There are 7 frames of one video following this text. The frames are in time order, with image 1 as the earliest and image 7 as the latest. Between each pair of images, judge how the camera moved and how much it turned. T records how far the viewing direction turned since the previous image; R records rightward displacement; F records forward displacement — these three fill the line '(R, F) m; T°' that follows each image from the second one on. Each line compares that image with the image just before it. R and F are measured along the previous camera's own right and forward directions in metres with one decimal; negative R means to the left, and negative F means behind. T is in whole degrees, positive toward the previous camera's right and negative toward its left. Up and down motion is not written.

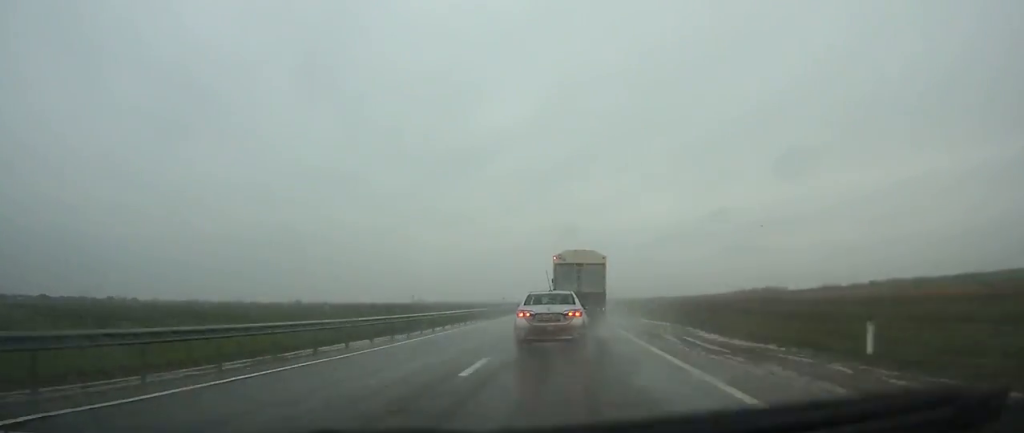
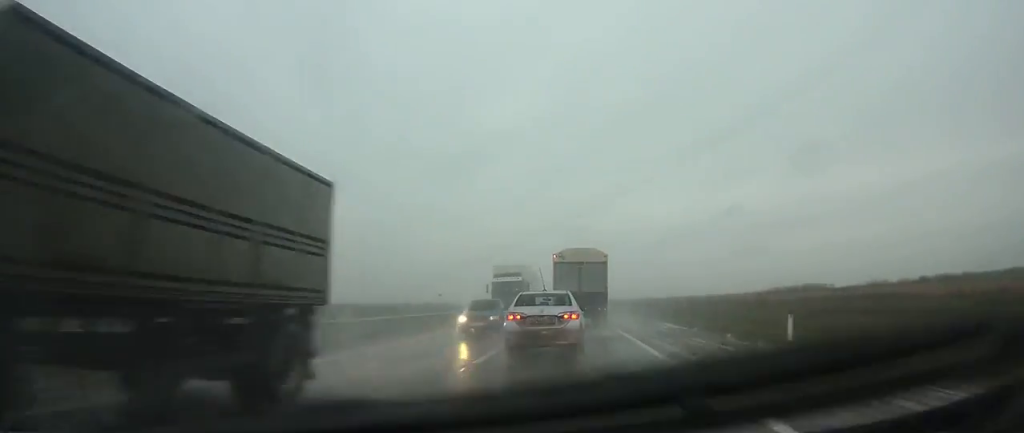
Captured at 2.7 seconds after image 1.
(-0.2, +45.2) m; 0°
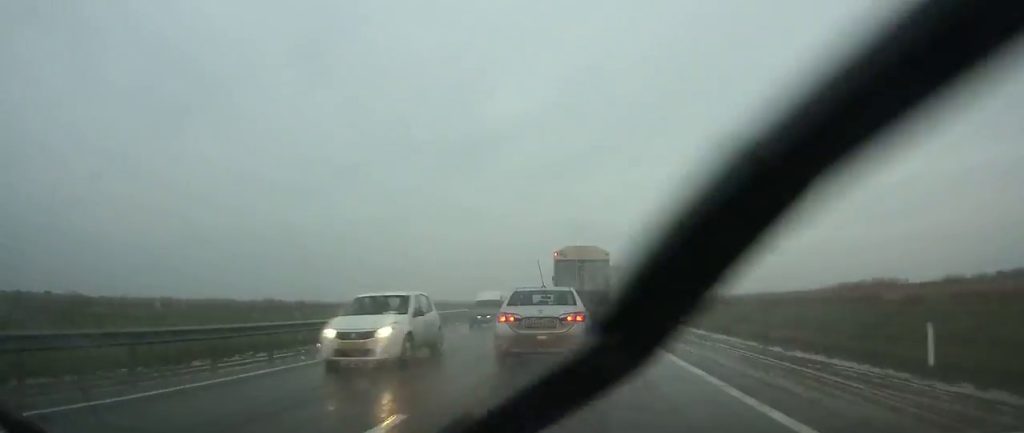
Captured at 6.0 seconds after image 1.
(+0.2, +56.1) m; 0°
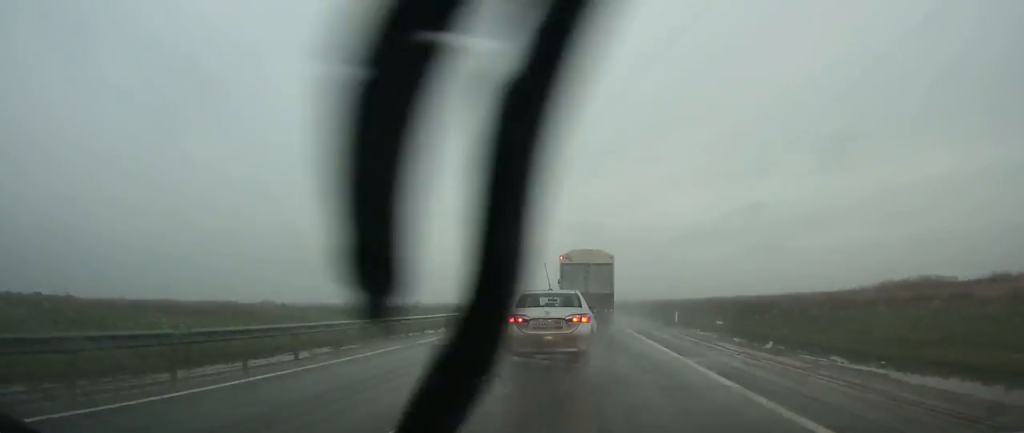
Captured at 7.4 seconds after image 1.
(-0.1, +23.4) m; 0°
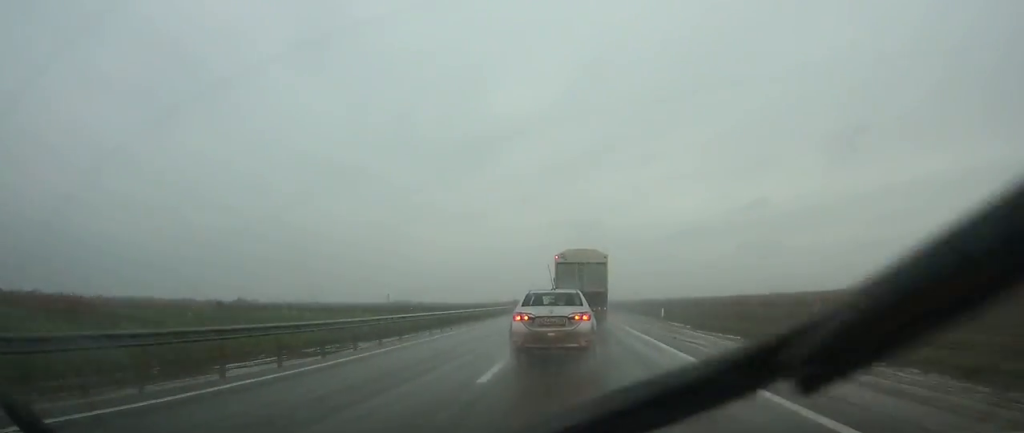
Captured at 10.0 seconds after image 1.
(-0.1, +43.4) m; 0°
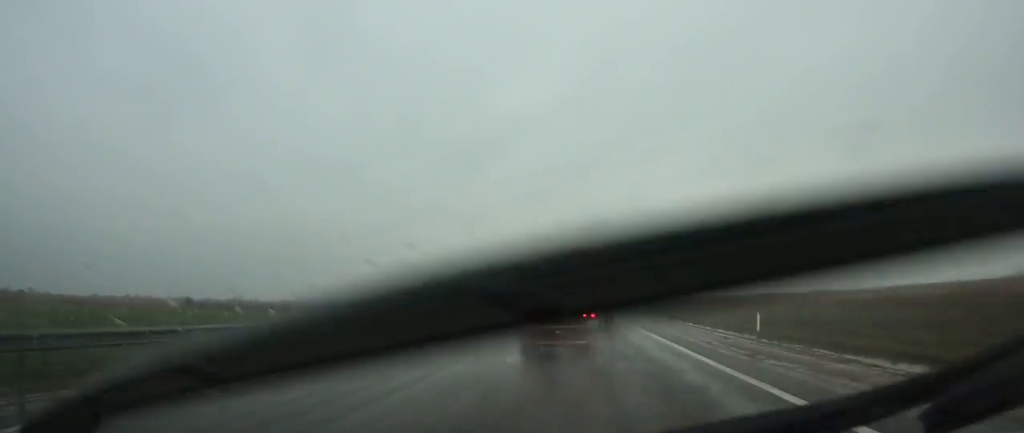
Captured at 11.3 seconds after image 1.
(0.0, +21.2) m; 0°
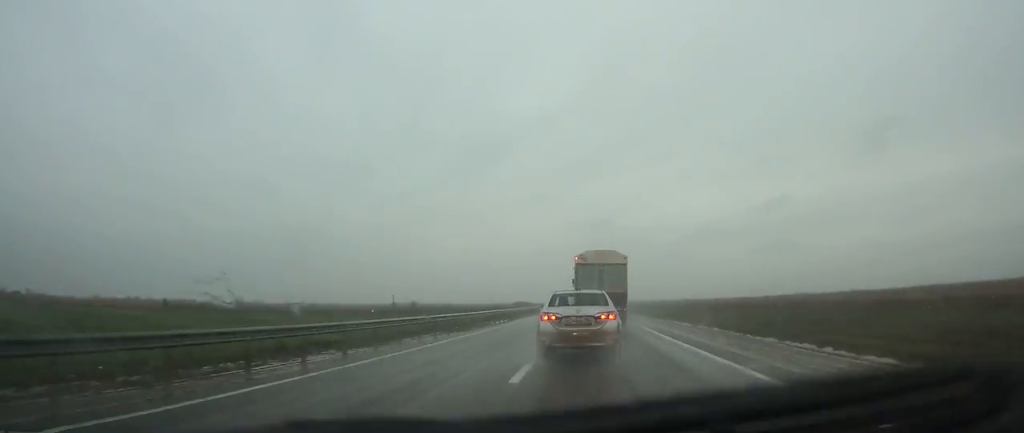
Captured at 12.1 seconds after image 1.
(-0.2, +14.5) m; 0°
